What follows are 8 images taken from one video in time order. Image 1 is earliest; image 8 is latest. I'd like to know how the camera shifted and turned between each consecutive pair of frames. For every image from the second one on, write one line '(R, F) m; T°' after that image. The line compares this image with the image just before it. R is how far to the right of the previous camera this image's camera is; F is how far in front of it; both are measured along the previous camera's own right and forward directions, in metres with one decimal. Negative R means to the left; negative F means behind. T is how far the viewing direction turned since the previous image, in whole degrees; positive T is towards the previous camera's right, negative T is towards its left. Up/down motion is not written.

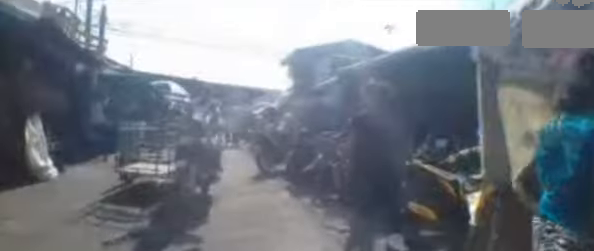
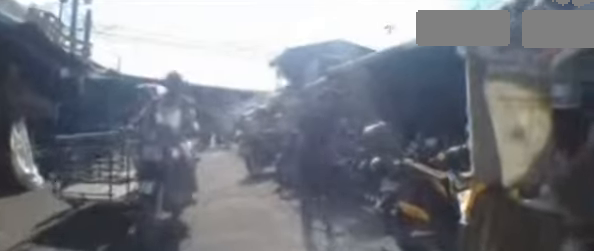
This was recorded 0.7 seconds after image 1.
(-0.2, +0.5) m; 0°
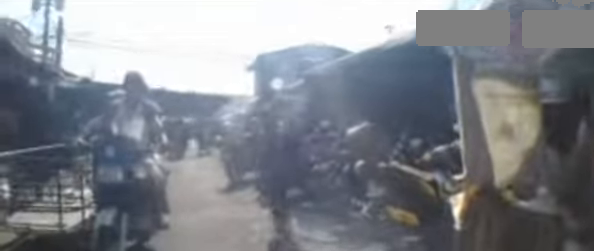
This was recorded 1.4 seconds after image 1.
(-0.1, +0.5) m; 0°
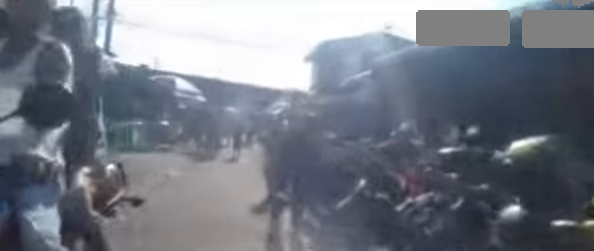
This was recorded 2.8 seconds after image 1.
(+0.1, +1.7) m; +2°
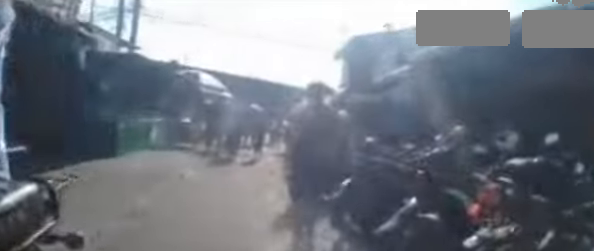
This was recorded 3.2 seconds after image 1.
(0.0, +0.6) m; +1°
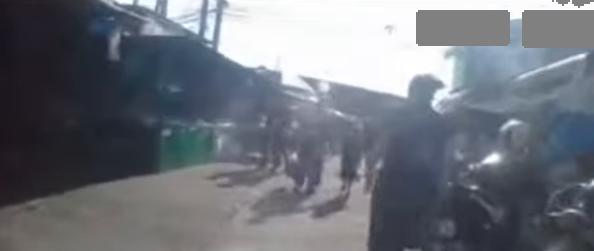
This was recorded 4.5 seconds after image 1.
(0.0, +2.0) m; 0°
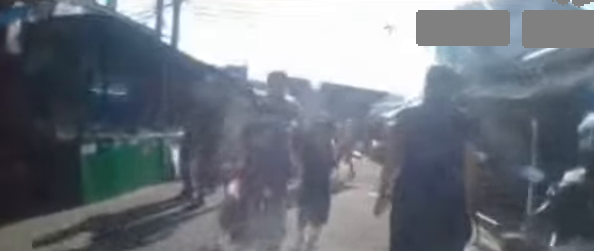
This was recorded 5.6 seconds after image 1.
(0.0, +1.6) m; 0°
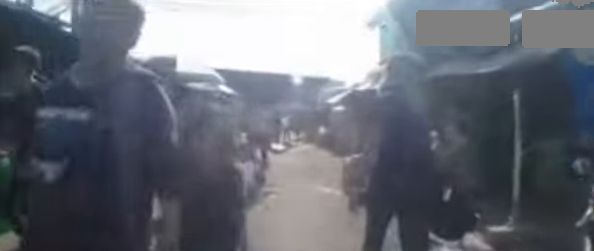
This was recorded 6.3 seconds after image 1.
(0.0, +1.0) m; 0°
